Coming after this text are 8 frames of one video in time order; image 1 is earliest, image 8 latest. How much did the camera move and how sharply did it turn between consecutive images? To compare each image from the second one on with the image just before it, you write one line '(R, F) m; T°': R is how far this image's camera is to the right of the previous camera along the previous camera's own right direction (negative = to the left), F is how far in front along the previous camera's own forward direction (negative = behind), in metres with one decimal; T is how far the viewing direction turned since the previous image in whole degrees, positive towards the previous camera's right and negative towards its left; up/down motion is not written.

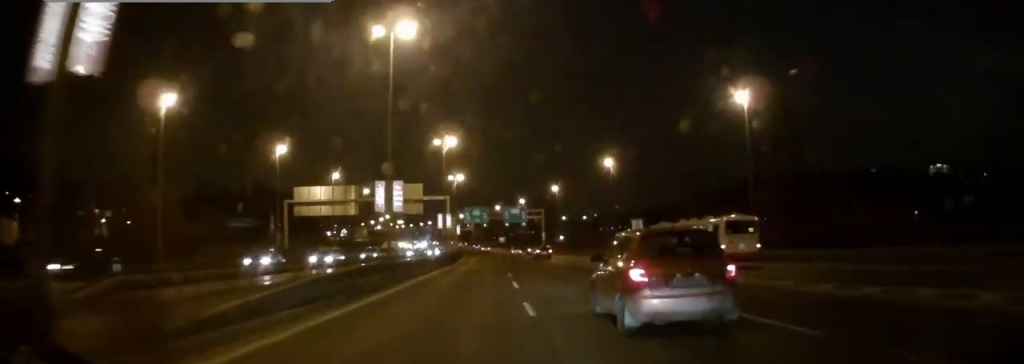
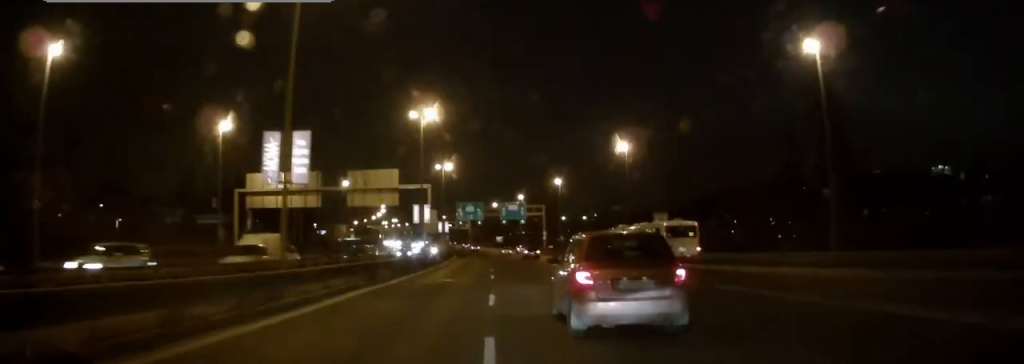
(+0.4, +13.6) m; +1°
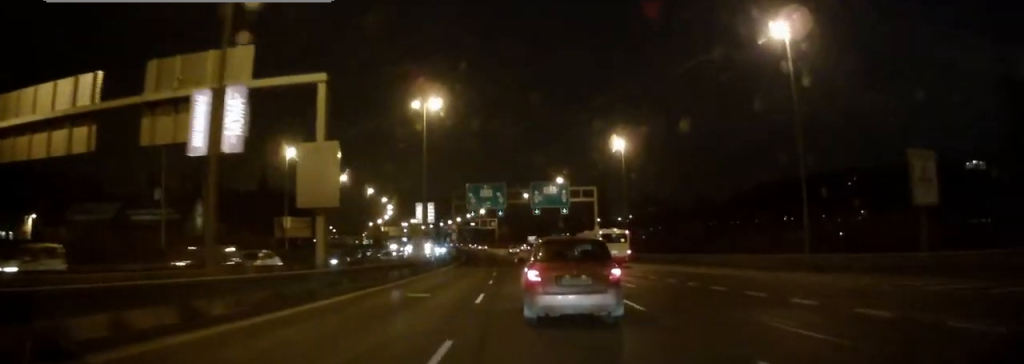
(+0.2, +39.8) m; -2°
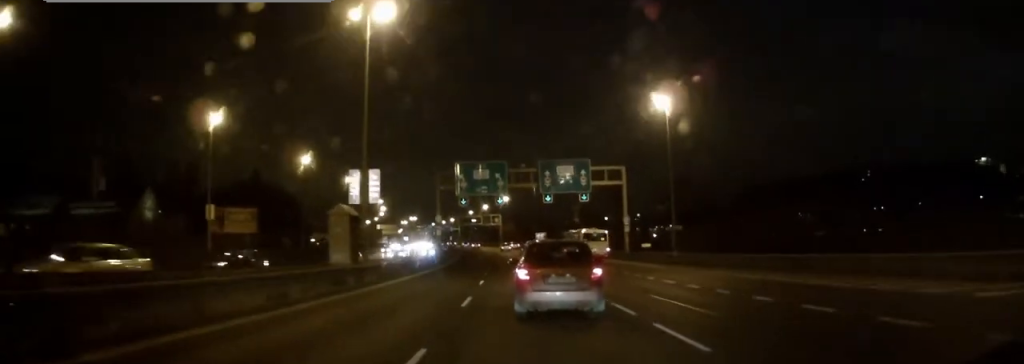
(-0.9, +19.0) m; -2°
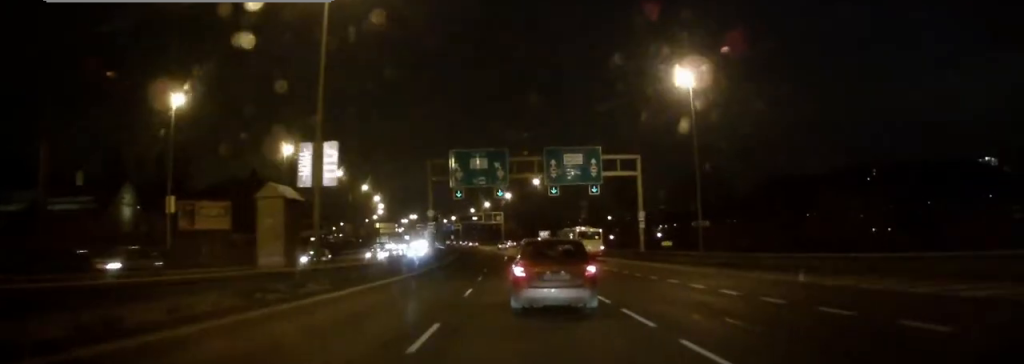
(+0.1, +6.6) m; 0°
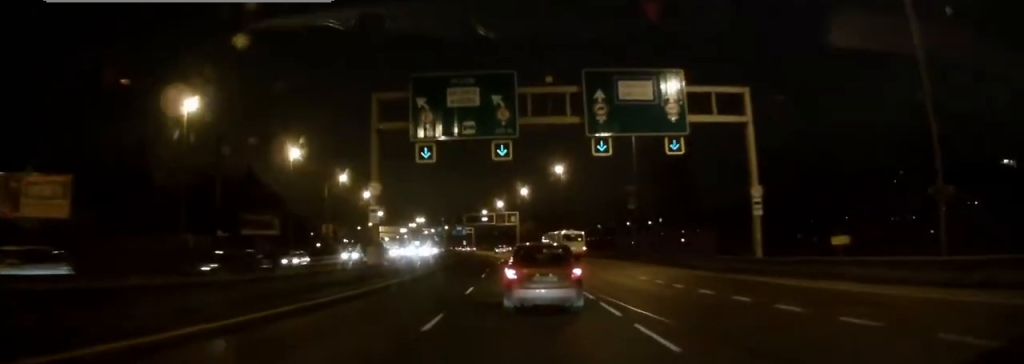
(-0.2, +24.6) m; -1°
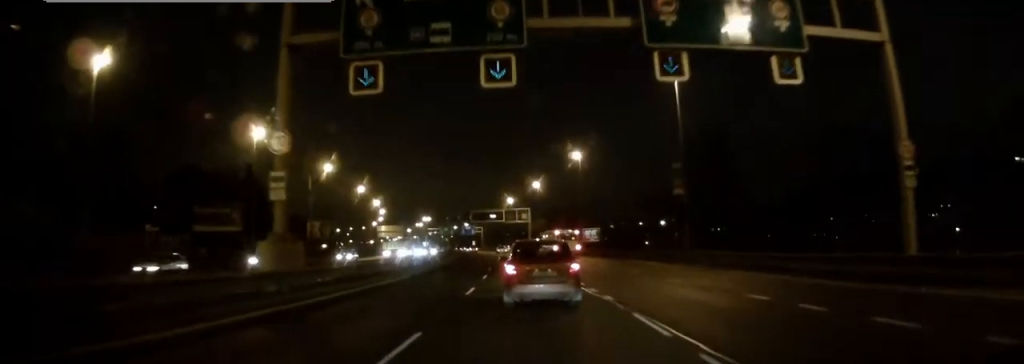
(0.0, +12.3) m; -1°
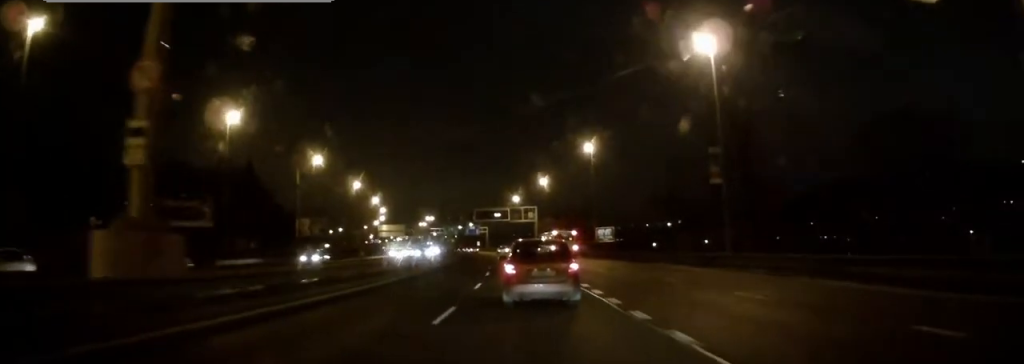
(0.0, +6.9) m; 0°
